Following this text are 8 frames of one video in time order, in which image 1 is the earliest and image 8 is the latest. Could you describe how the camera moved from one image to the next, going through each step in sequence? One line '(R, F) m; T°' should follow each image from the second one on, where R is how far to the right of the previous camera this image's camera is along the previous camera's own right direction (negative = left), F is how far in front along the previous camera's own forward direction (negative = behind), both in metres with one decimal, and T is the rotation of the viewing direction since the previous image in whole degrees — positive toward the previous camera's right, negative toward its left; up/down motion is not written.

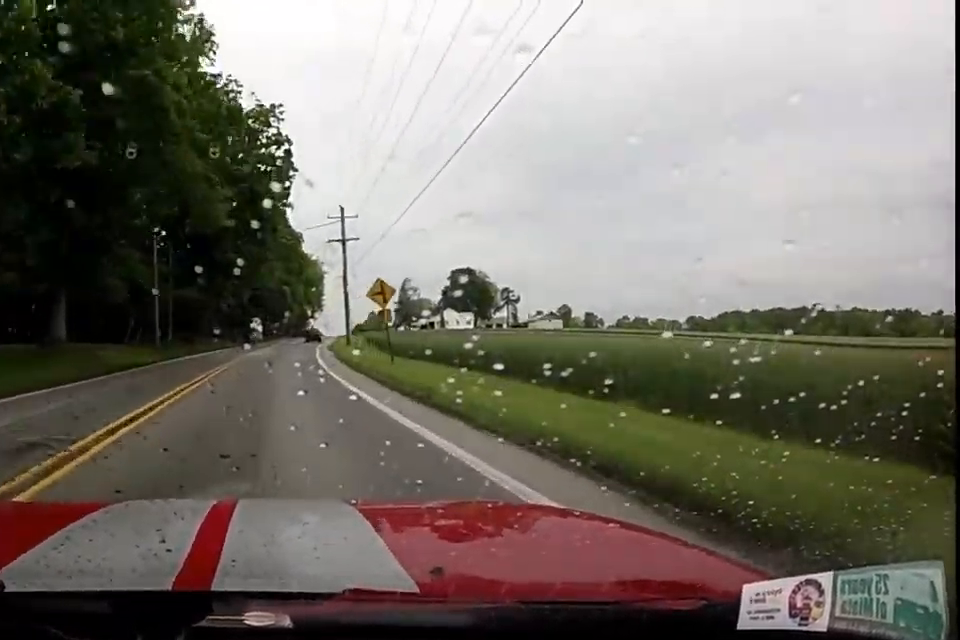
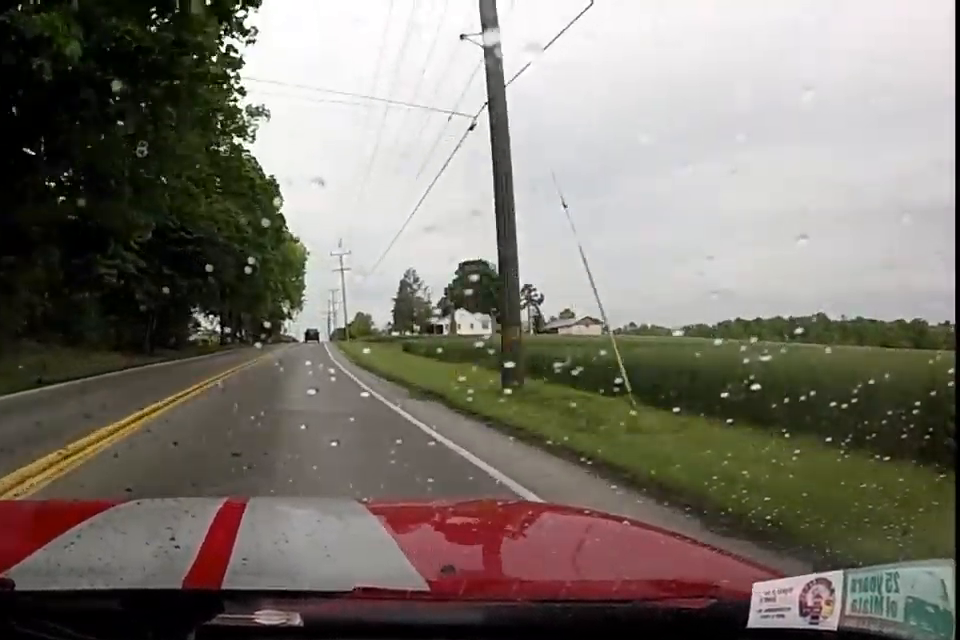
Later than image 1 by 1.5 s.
(+0.4, +37.1) m; +1°
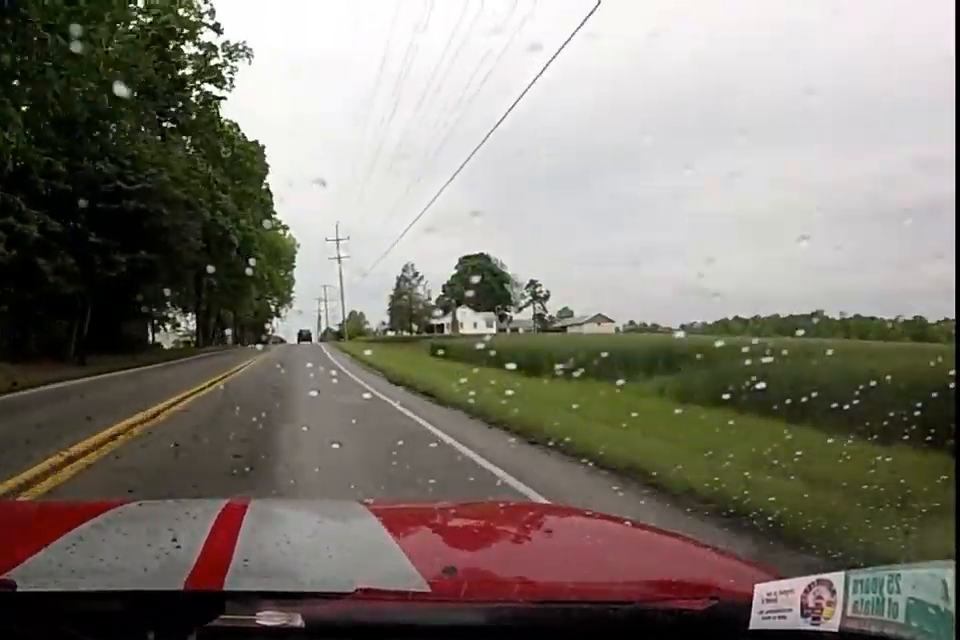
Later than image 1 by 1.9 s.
(0.0, +10.7) m; 0°
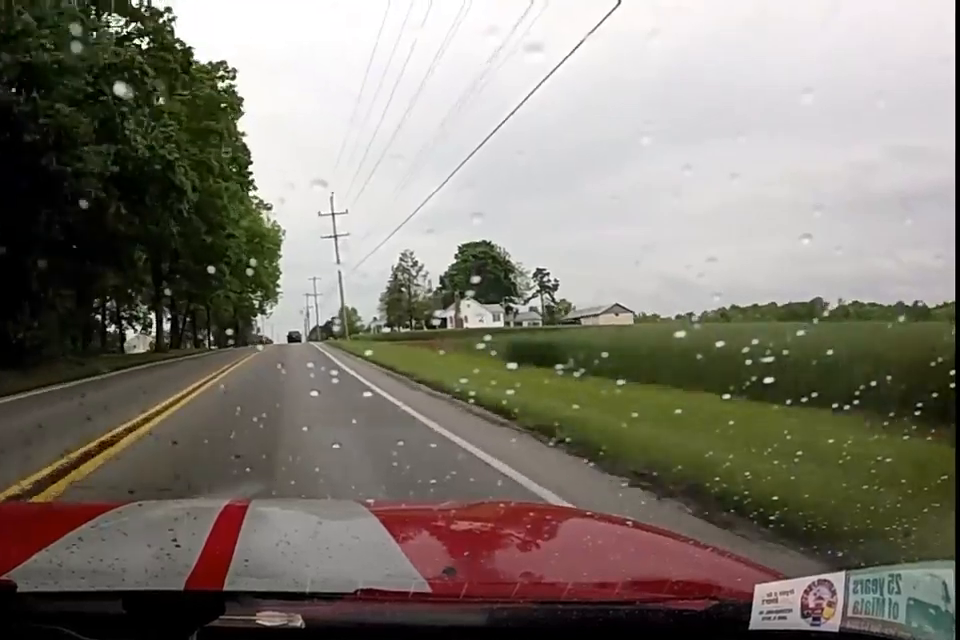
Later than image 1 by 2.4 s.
(0.0, +12.4) m; 0°
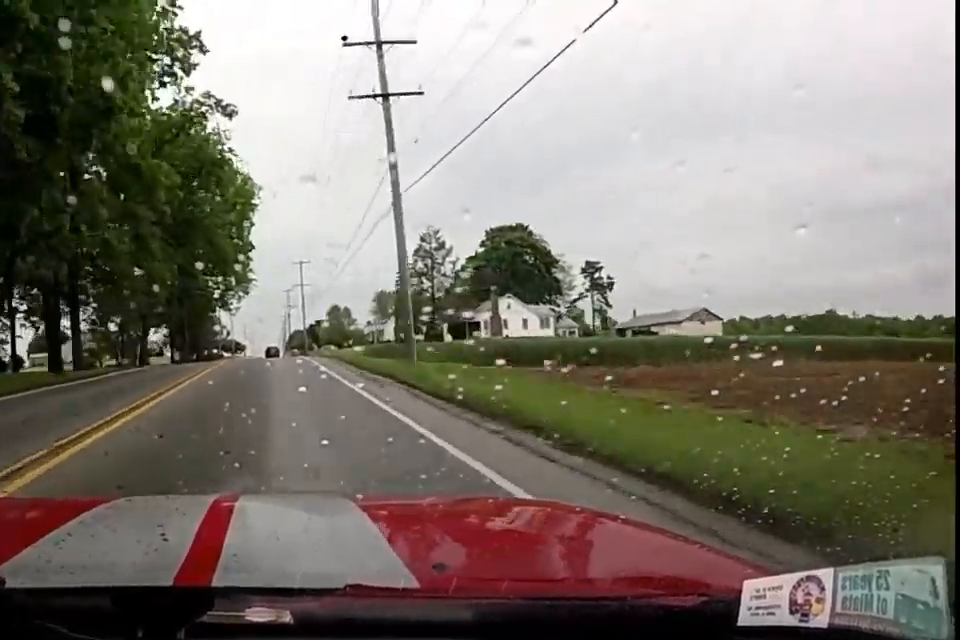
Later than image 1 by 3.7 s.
(+0.4, +31.1) m; +2°
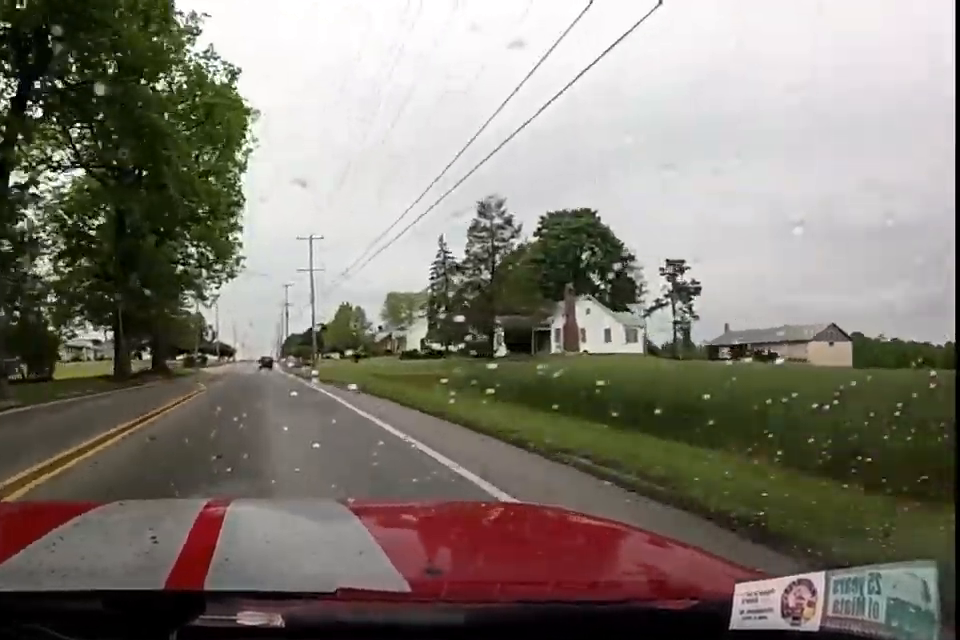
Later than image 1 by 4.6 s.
(+0.5, +22.9) m; +3°
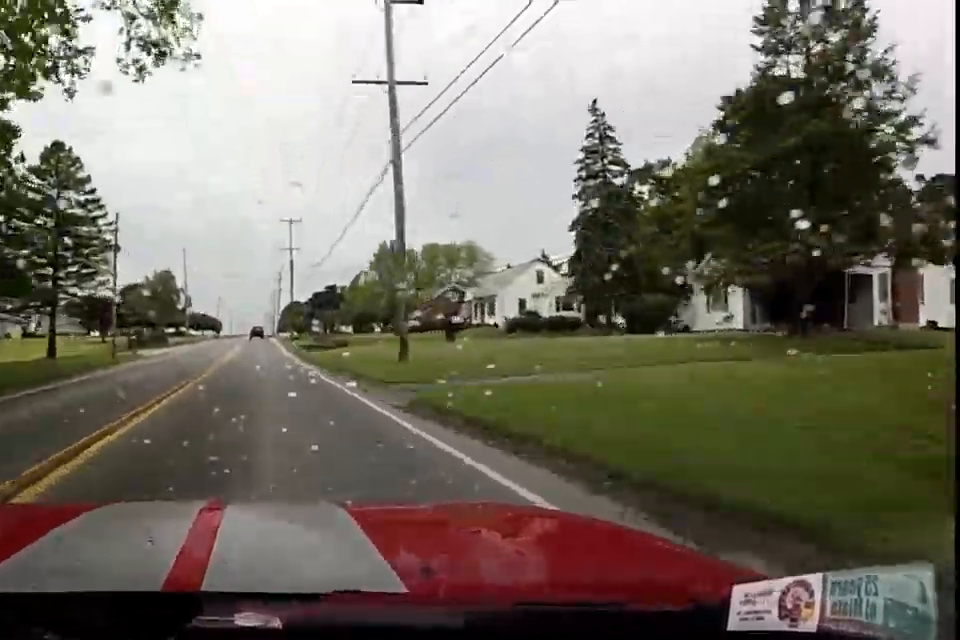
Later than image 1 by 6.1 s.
(+0.8, +36.1) m; +1°
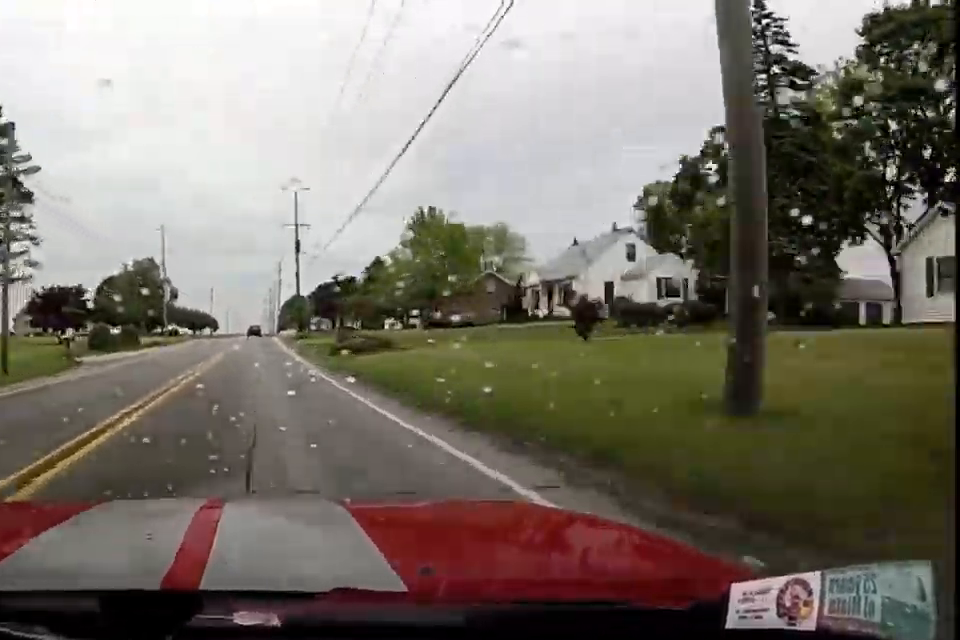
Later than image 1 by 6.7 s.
(0.0, +13.9) m; 0°
